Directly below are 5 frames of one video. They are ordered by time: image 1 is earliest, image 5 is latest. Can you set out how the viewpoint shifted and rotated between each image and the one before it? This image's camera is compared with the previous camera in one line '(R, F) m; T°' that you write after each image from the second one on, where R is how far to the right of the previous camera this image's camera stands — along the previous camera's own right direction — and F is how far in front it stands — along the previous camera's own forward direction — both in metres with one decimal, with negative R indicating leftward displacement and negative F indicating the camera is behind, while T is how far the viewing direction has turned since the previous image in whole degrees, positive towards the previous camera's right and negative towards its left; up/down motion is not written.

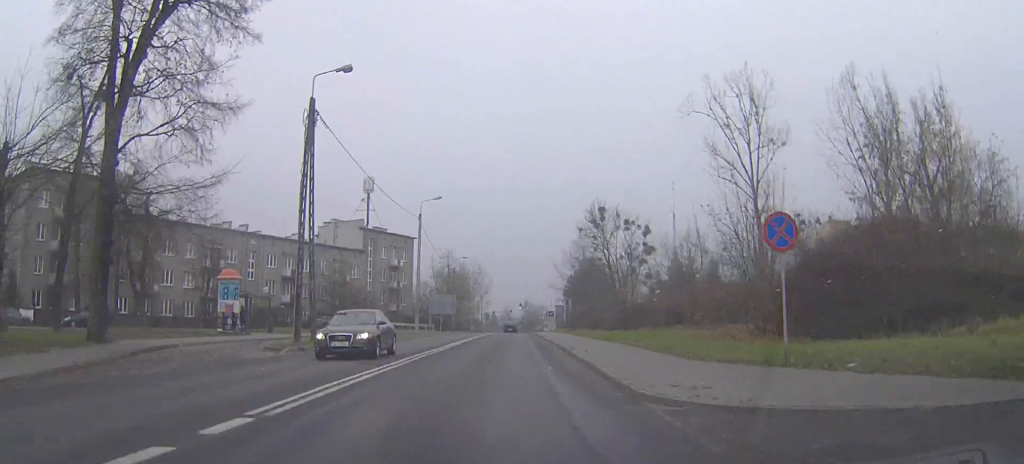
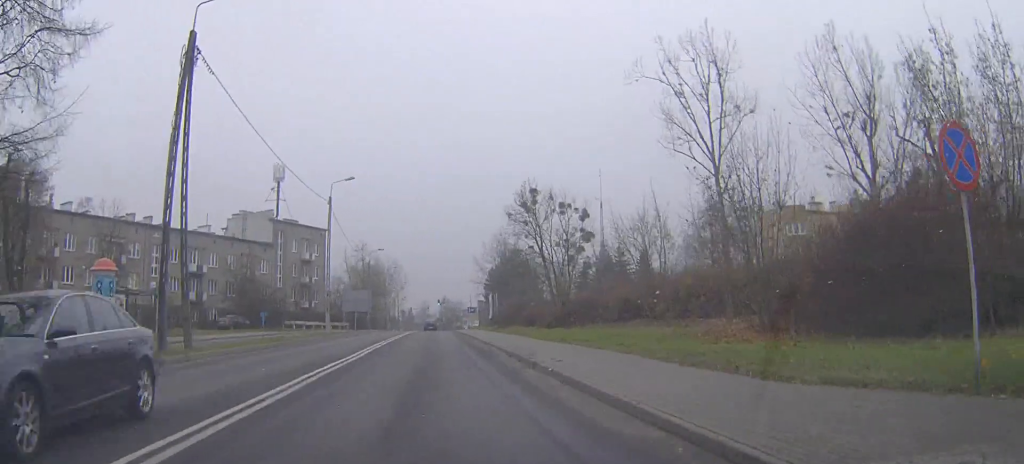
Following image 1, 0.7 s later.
(+0.4, +7.1) m; +6°
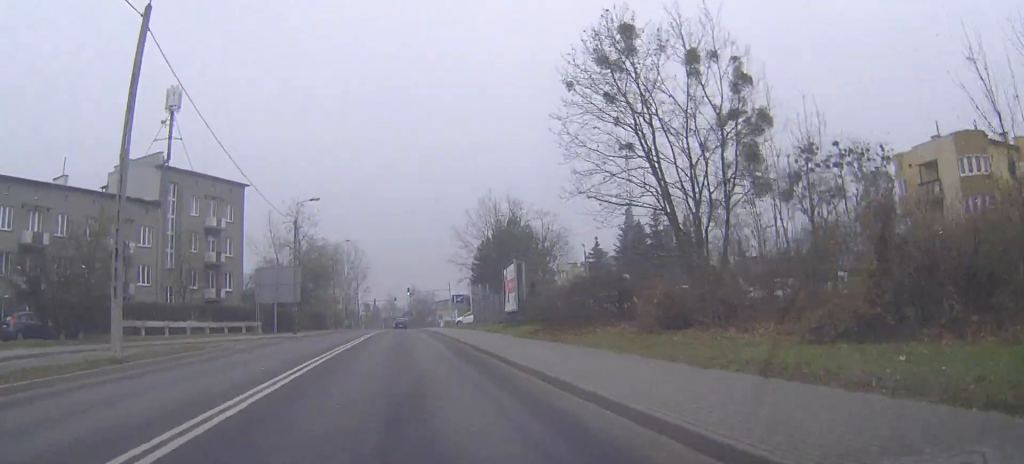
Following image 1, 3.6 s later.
(+2.9, +35.2) m; +6°
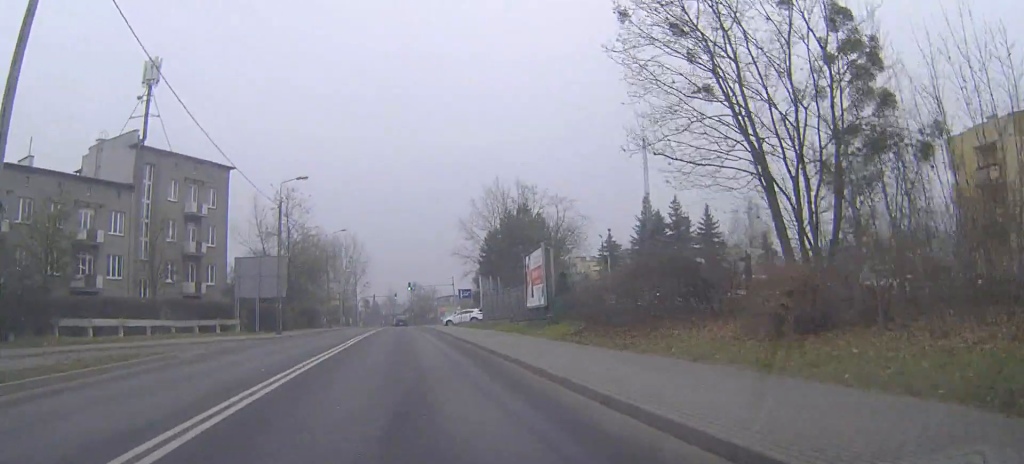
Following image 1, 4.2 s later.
(0.0, +7.0) m; 0°
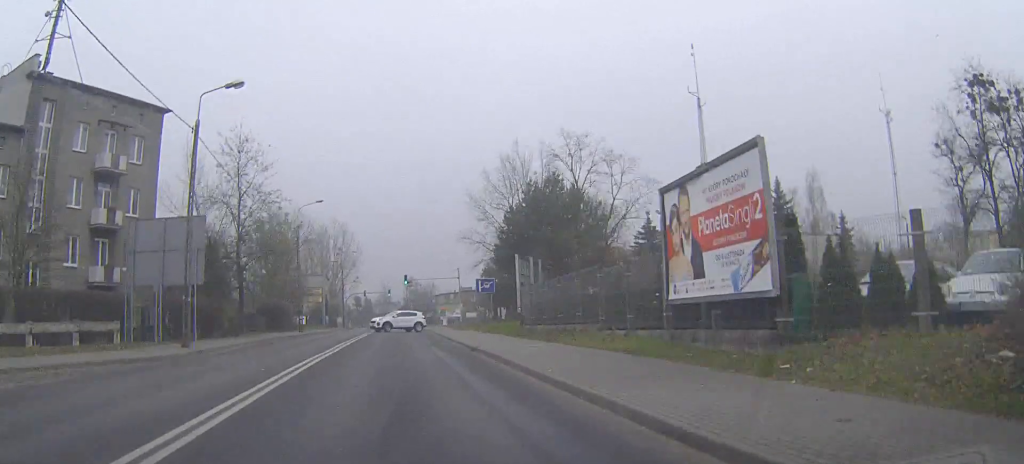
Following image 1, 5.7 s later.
(0.0, +19.1) m; 0°
